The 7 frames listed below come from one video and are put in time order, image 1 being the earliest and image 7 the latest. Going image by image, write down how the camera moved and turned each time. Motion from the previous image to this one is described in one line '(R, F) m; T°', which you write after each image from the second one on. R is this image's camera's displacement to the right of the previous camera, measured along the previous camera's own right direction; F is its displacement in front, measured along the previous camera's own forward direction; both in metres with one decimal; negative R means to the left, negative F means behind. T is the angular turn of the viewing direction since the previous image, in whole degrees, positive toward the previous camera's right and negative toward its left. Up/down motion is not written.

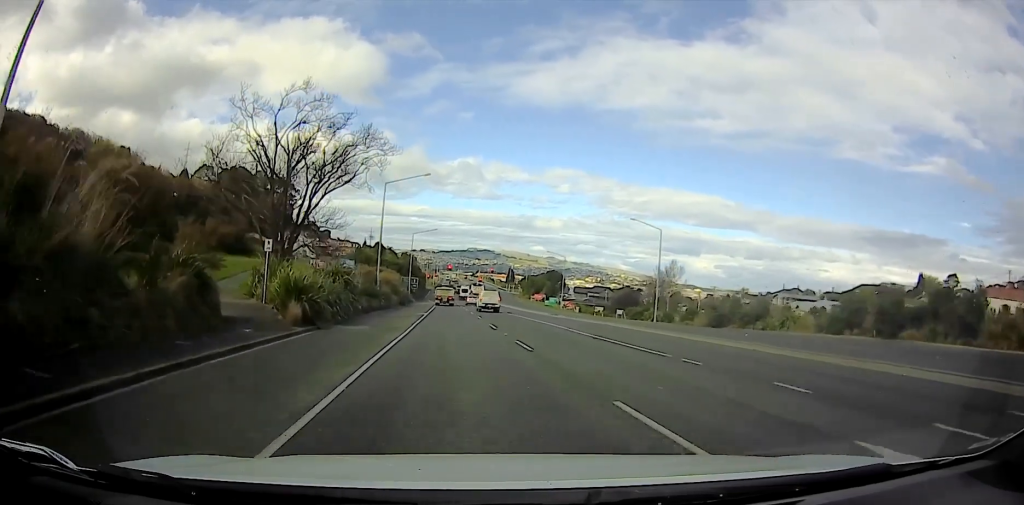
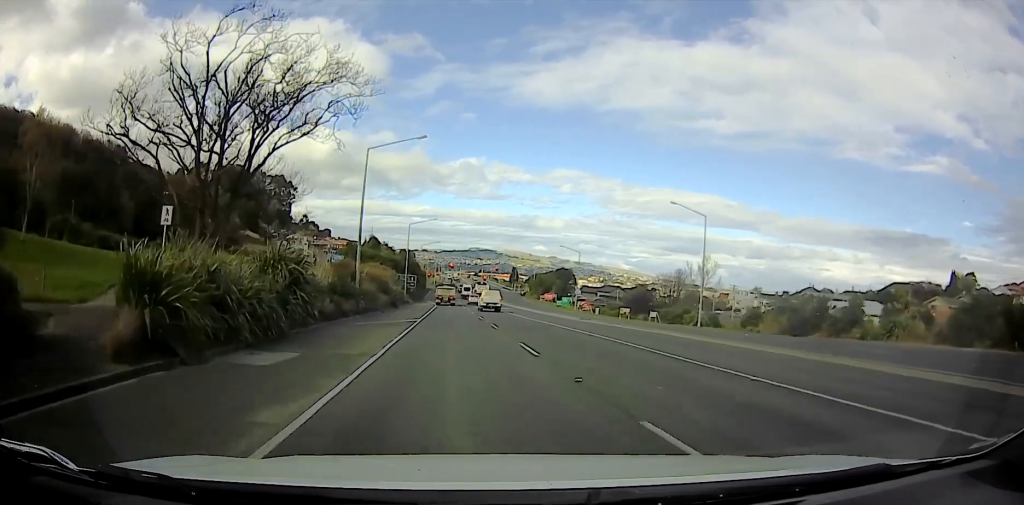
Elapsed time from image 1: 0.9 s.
(-0.2, +14.2) m; -2°
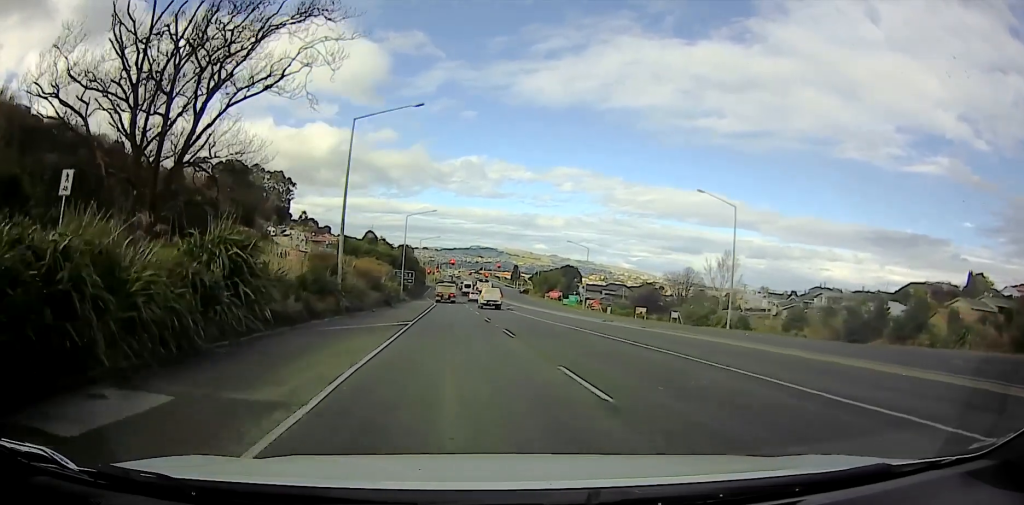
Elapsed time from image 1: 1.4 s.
(-0.2, +7.7) m; -1°
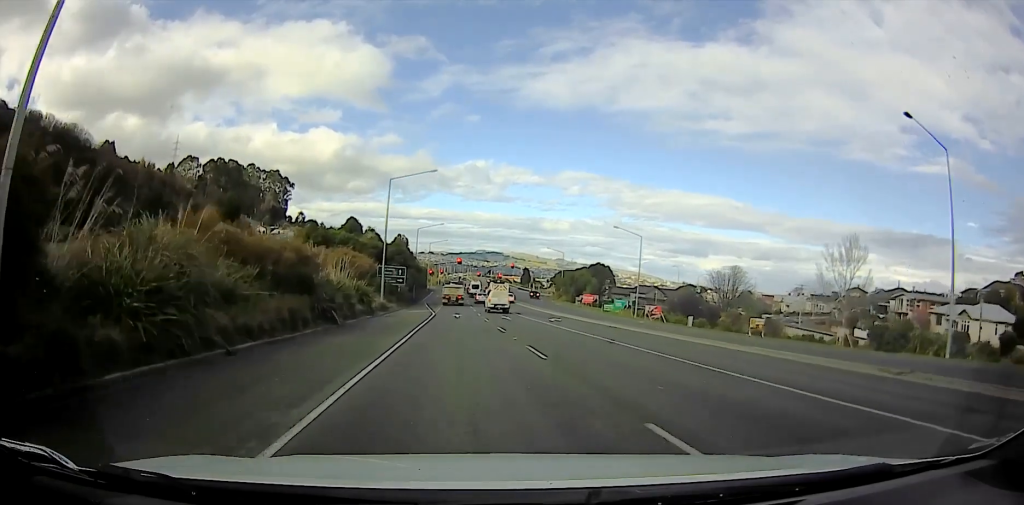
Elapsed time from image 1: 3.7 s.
(-0.3, +32.7) m; -1°
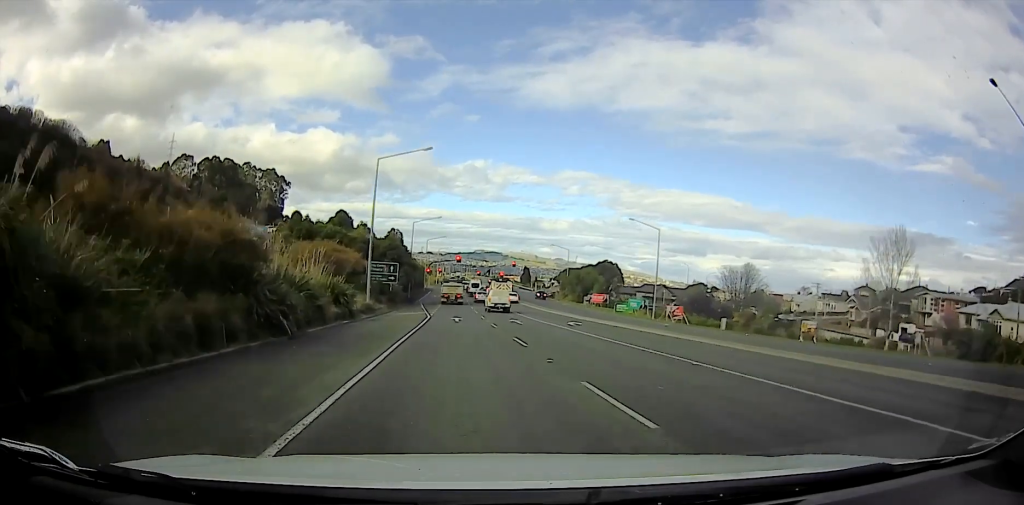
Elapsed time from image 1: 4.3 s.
(0.0, +9.0) m; 0°
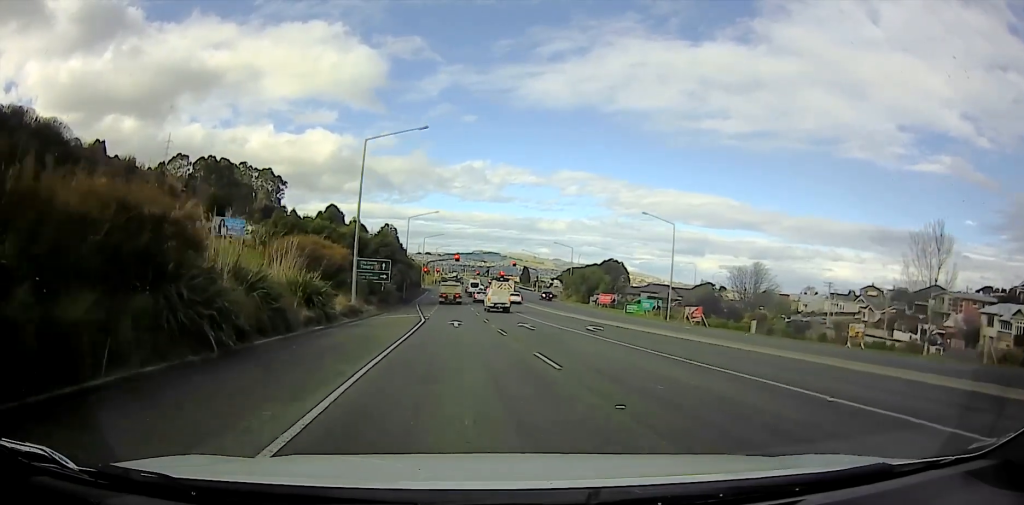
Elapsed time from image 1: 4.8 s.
(0.0, +6.8) m; 0°
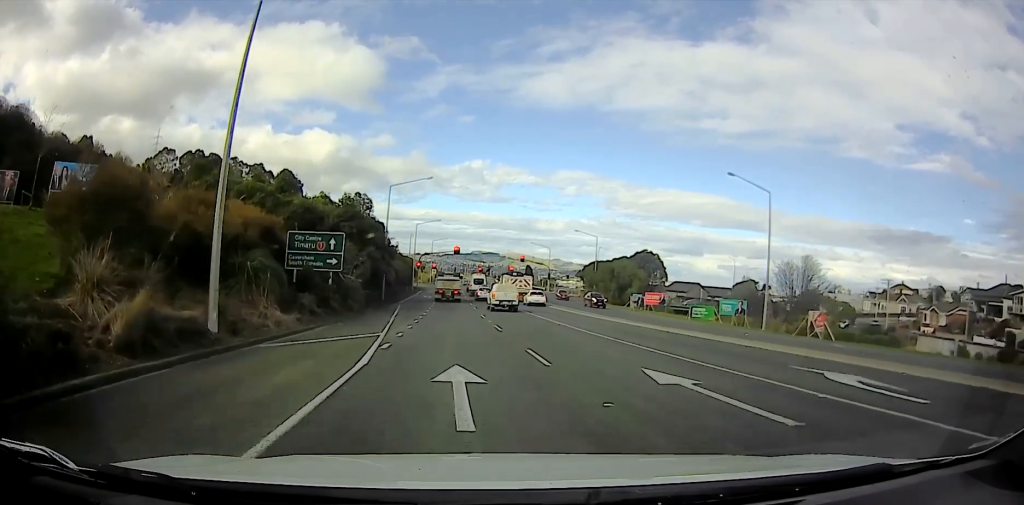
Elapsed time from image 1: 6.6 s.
(-0.5, +29.1) m; -5°
